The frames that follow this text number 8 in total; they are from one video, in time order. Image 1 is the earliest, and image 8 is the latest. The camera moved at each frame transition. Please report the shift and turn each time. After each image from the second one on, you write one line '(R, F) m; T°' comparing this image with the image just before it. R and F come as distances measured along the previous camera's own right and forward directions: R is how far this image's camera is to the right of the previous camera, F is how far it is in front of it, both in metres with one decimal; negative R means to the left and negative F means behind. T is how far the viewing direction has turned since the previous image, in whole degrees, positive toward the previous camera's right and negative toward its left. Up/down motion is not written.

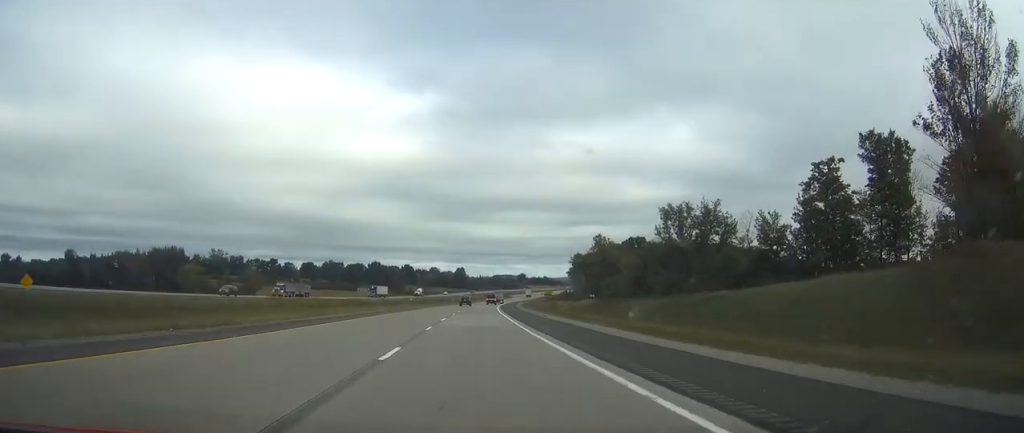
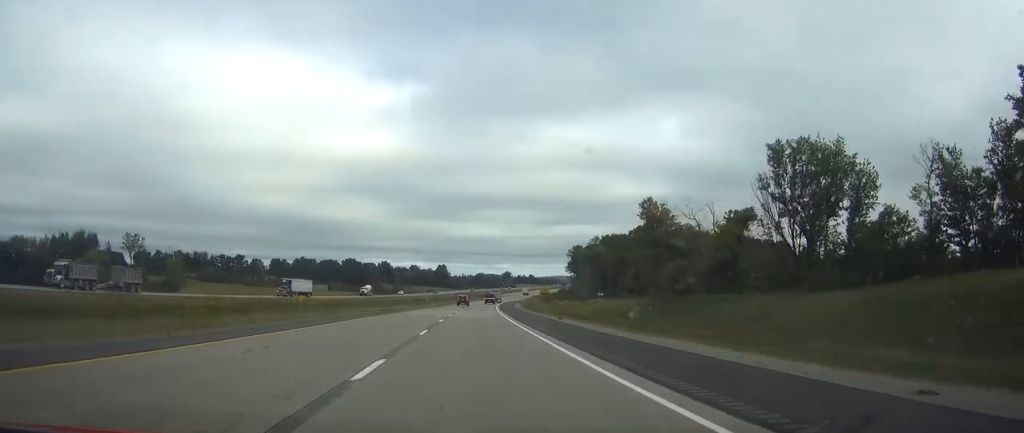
(+0.8, +51.5) m; +2°
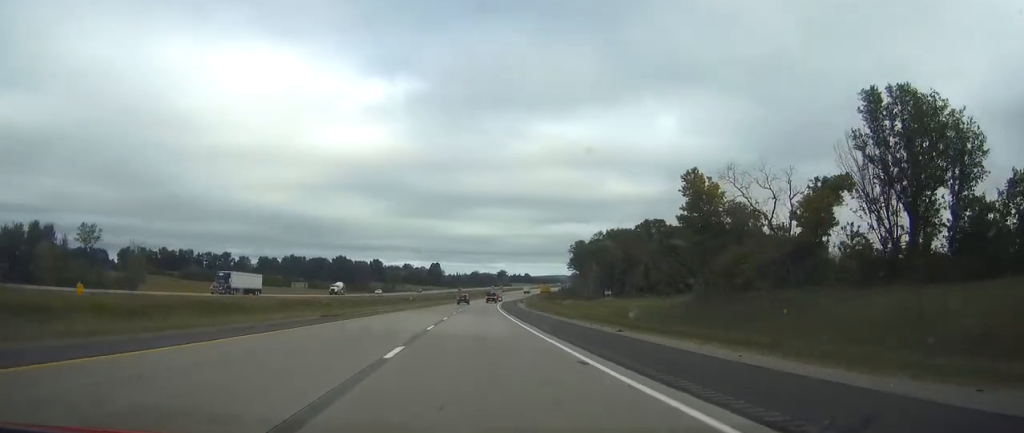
(+0.3, +21.2) m; 0°
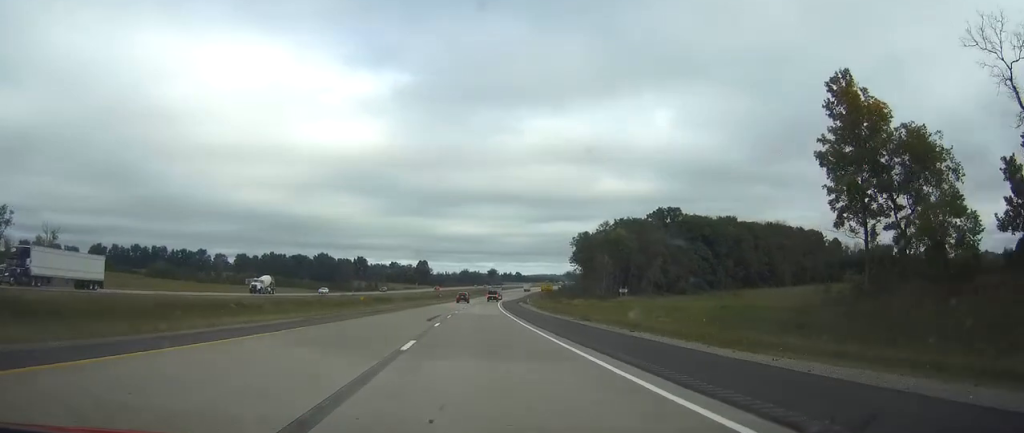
(+0.2, +34.4) m; +1°
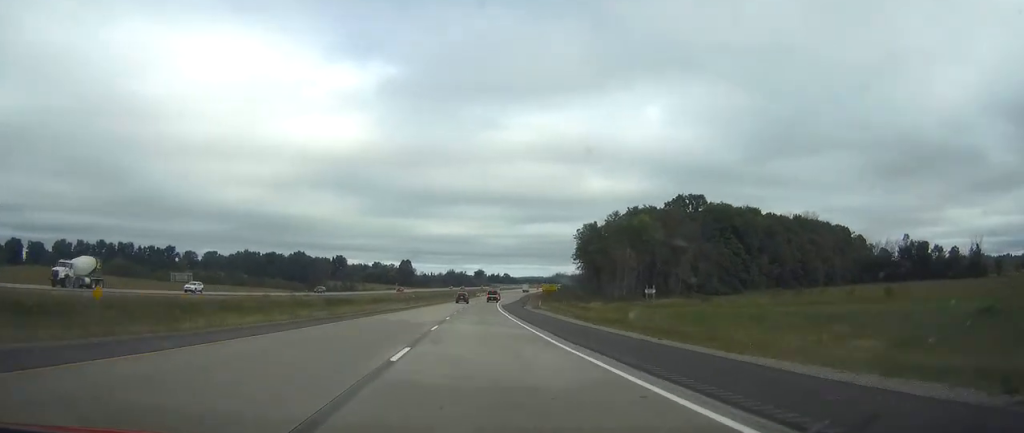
(+0.2, +38.4) m; +1°
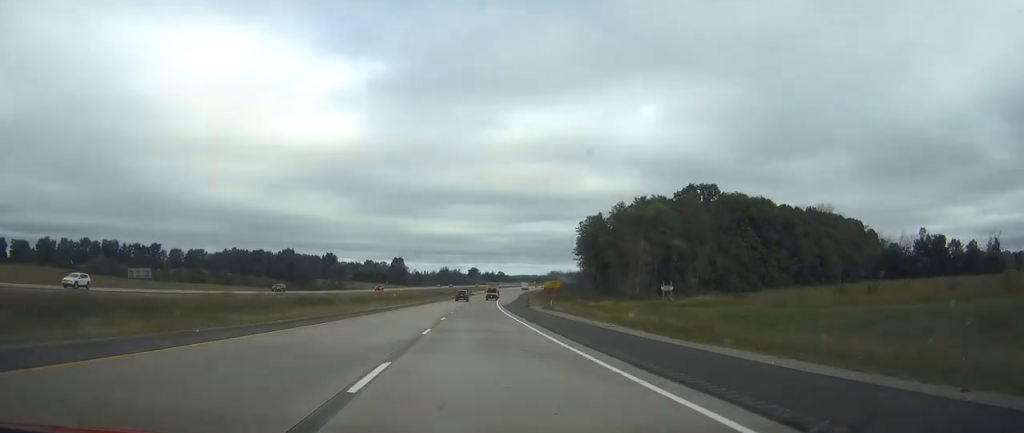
(+0.2, +16.3) m; +1°
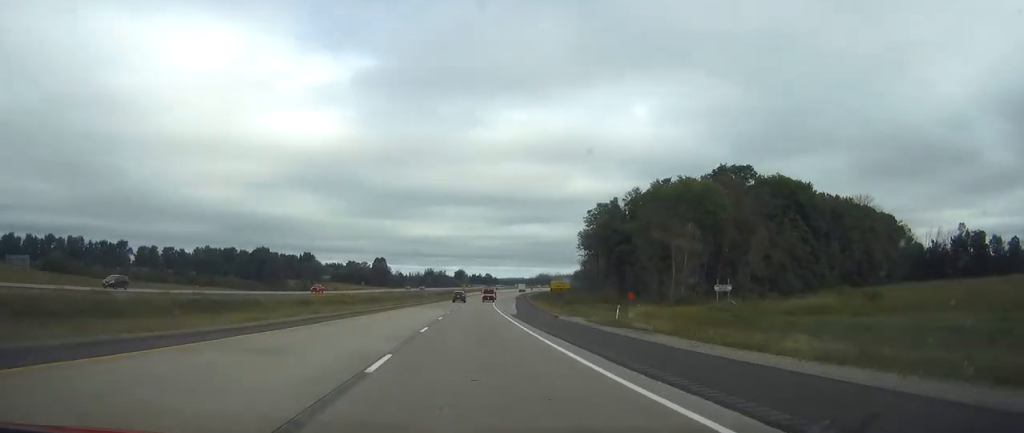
(+0.5, +34.4) m; +1°
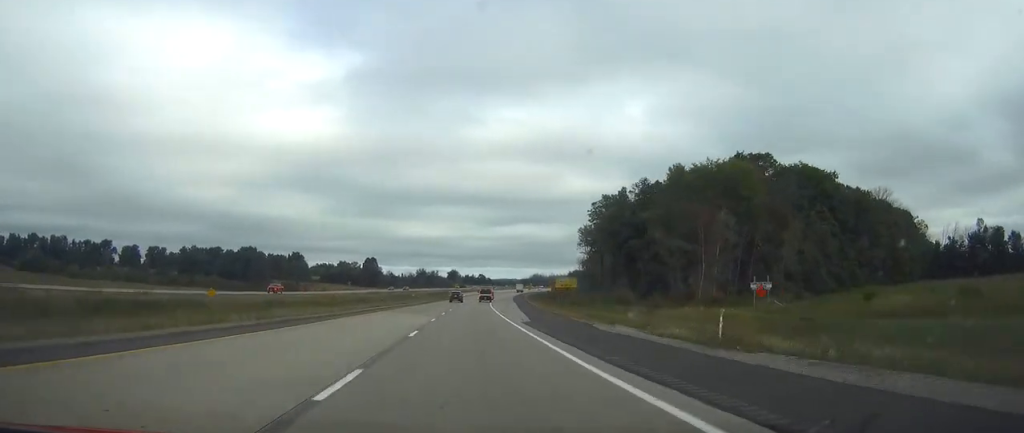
(0.0, +15.0) m; +1°
